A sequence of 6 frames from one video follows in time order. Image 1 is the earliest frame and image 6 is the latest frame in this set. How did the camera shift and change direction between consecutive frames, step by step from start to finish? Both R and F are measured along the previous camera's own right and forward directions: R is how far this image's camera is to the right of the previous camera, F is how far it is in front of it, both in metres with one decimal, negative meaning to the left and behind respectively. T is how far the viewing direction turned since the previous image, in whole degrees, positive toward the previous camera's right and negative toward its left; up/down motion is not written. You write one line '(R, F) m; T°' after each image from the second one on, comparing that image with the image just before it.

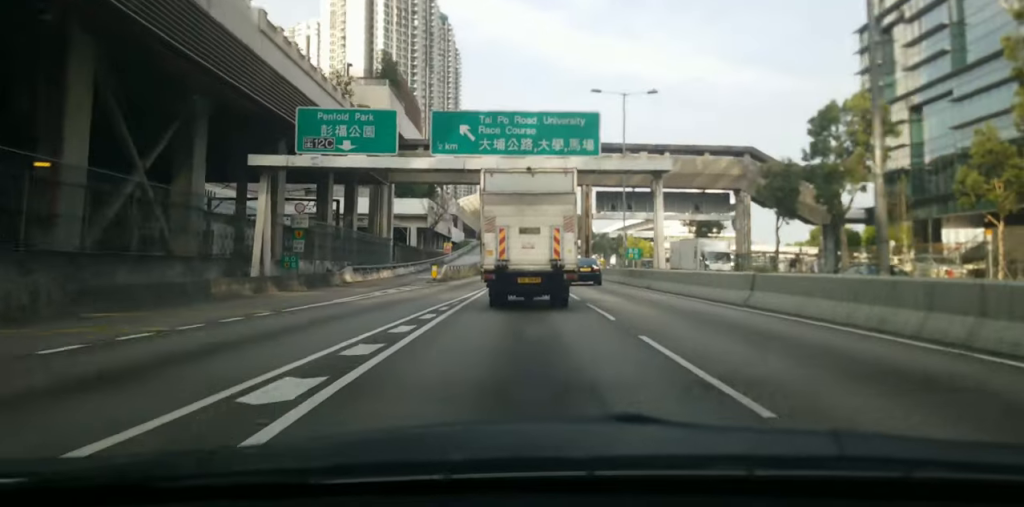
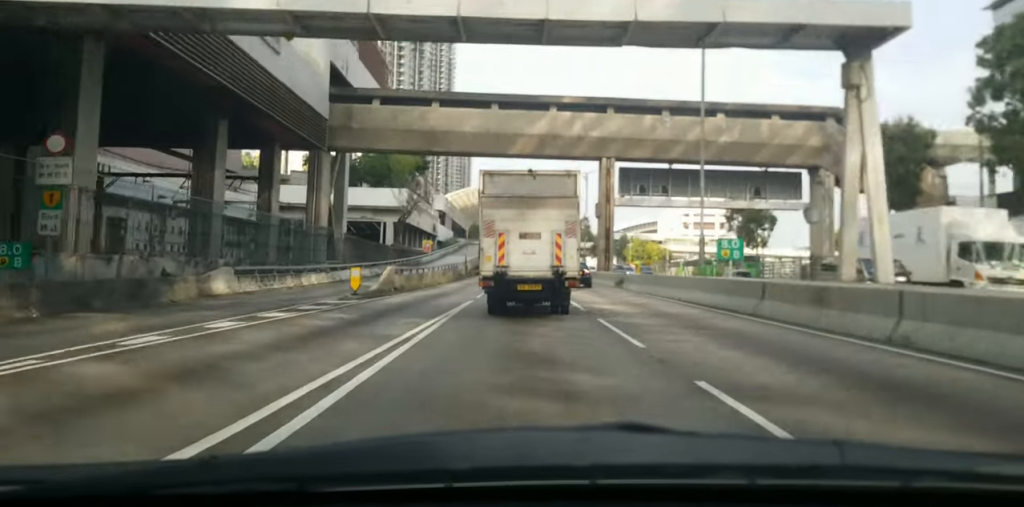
(+0.6, +23.3) m; +3°
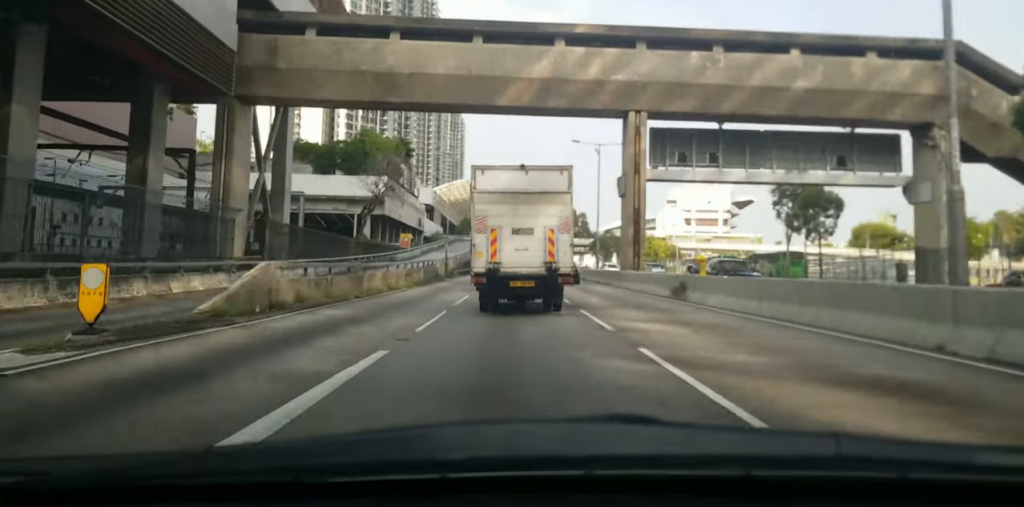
(+0.1, +16.6) m; -2°
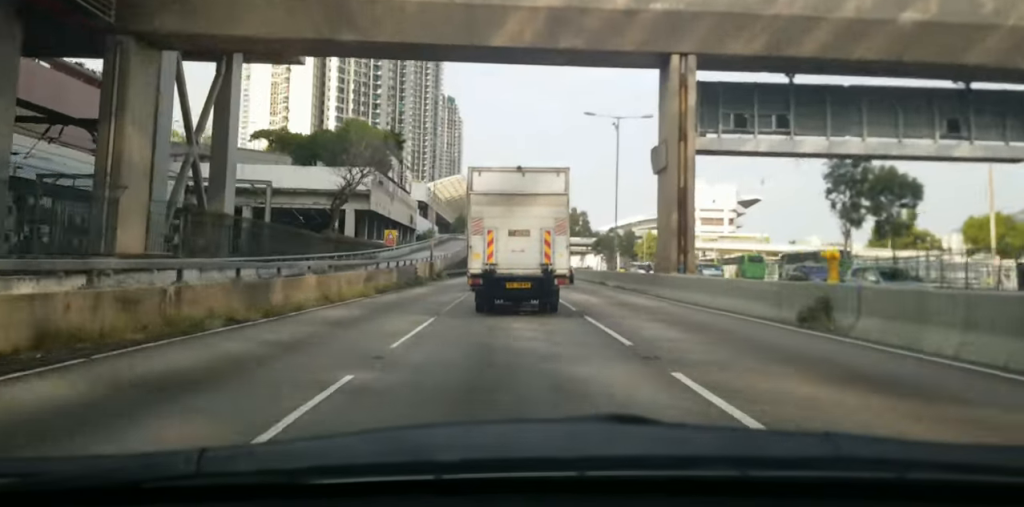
(-0.3, +11.7) m; -2°
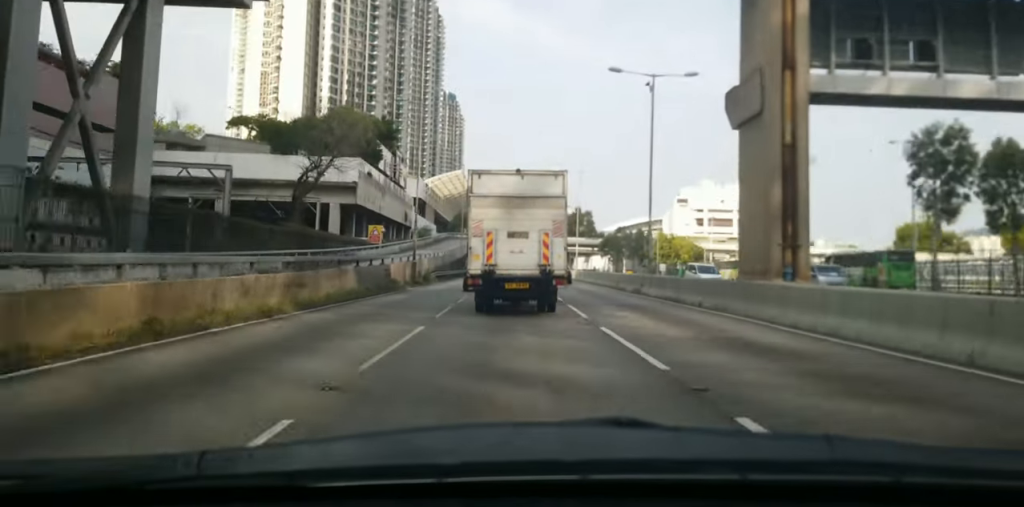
(-0.2, +11.0) m; -2°
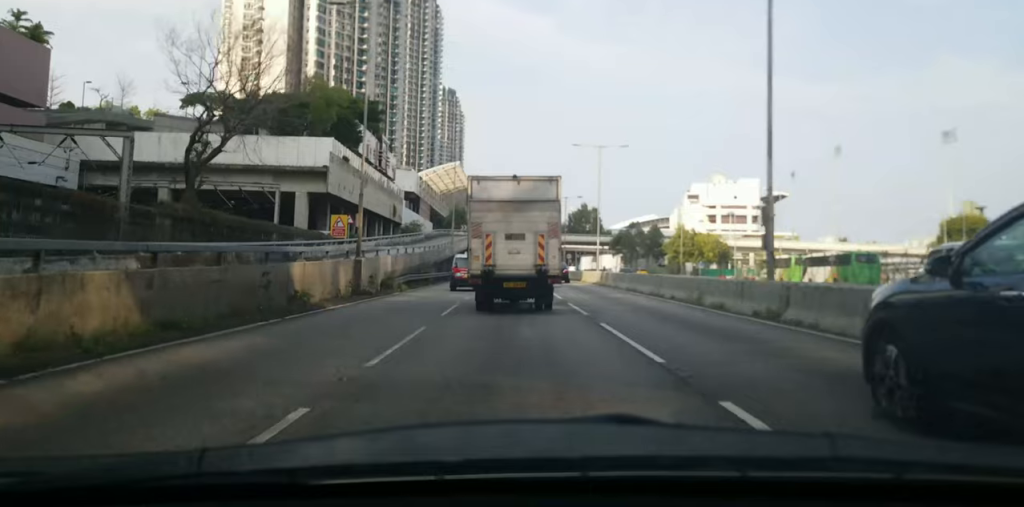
(-0.2, +17.7) m; +1°
